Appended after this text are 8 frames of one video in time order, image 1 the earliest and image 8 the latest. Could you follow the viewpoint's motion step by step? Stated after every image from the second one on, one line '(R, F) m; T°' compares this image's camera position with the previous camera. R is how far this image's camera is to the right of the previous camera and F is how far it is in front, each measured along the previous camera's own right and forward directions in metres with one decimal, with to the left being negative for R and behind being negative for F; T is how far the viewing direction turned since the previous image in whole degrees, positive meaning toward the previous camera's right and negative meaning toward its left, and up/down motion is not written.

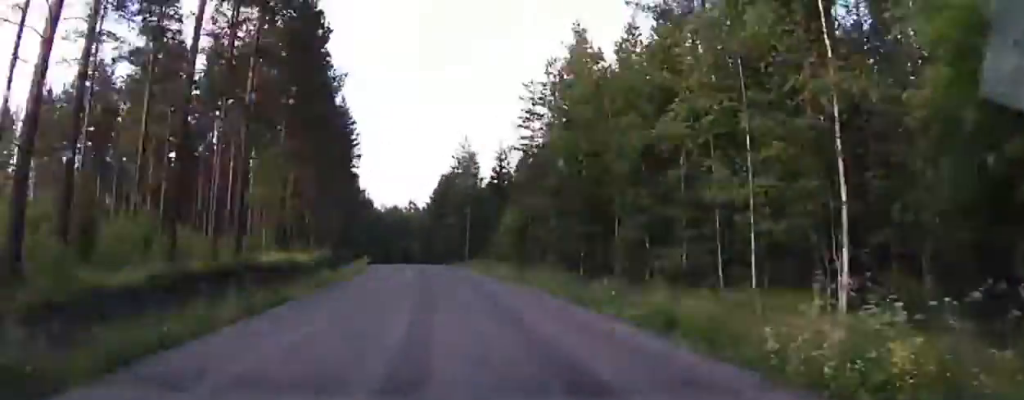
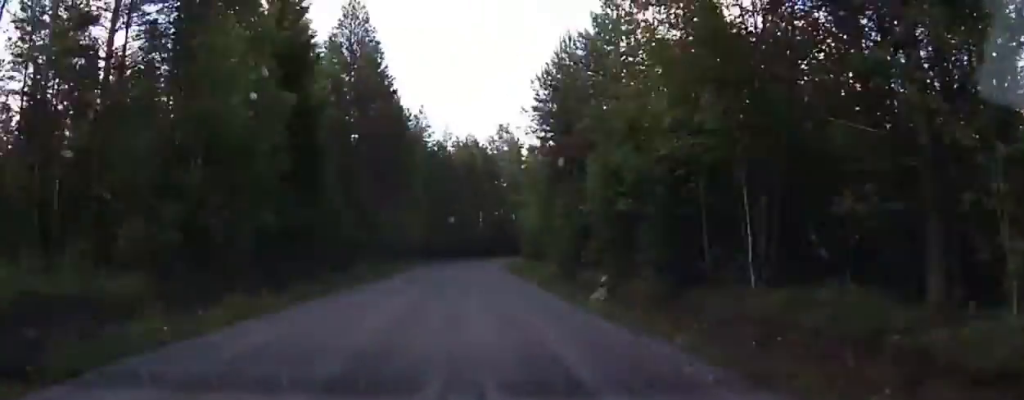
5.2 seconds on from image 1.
(-5.8, +108.4) m; +4°
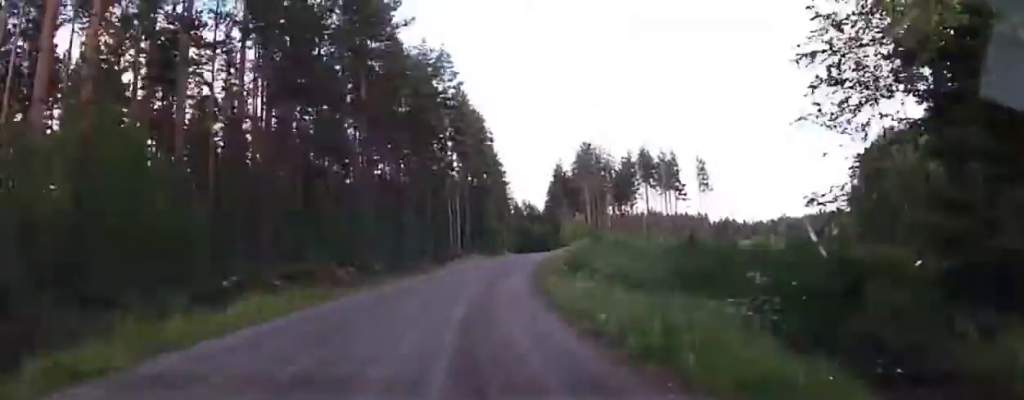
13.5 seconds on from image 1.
(+44.2, +158.4) m; +38°
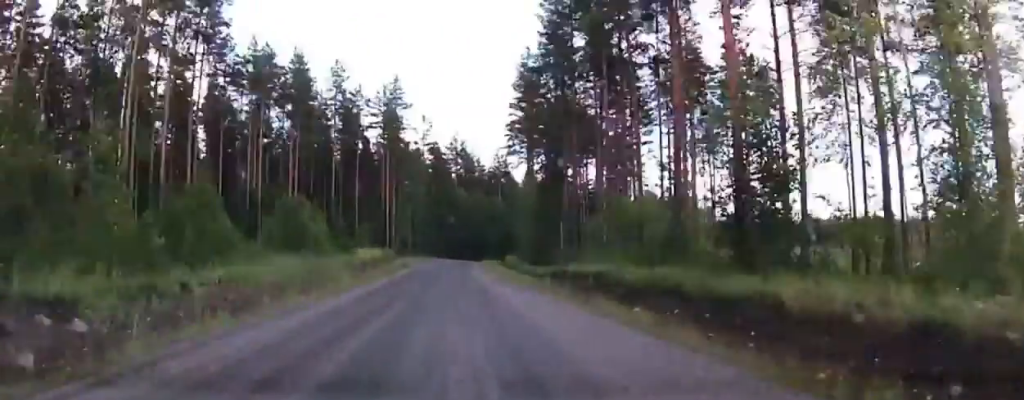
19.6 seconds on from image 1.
(+24.2, +125.3) m; +15°
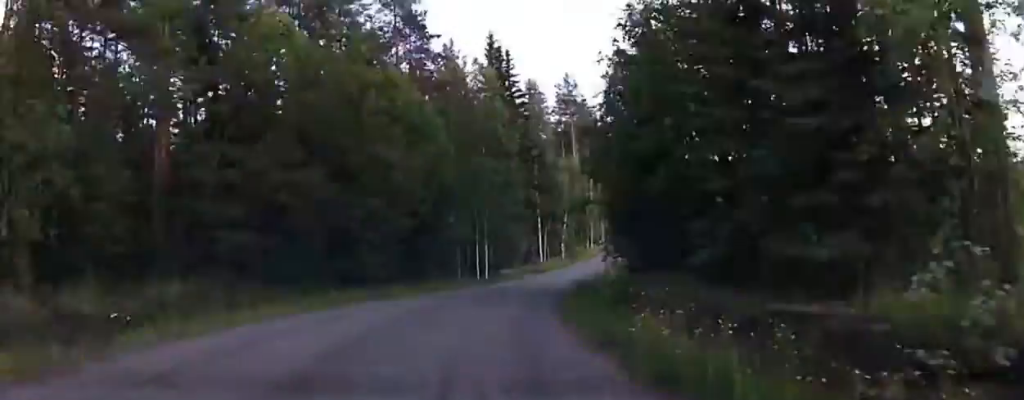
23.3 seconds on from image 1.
(-2.5, +77.7) m; +10°
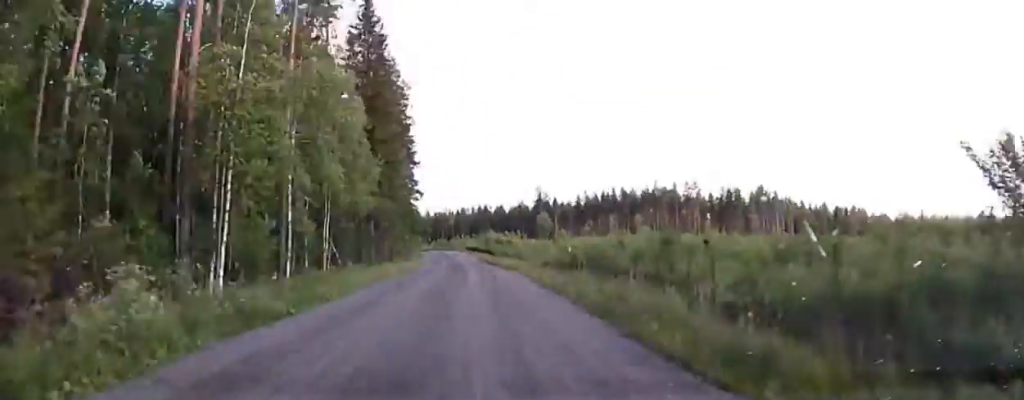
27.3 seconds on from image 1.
(+17.5, +78.5) m; +12°
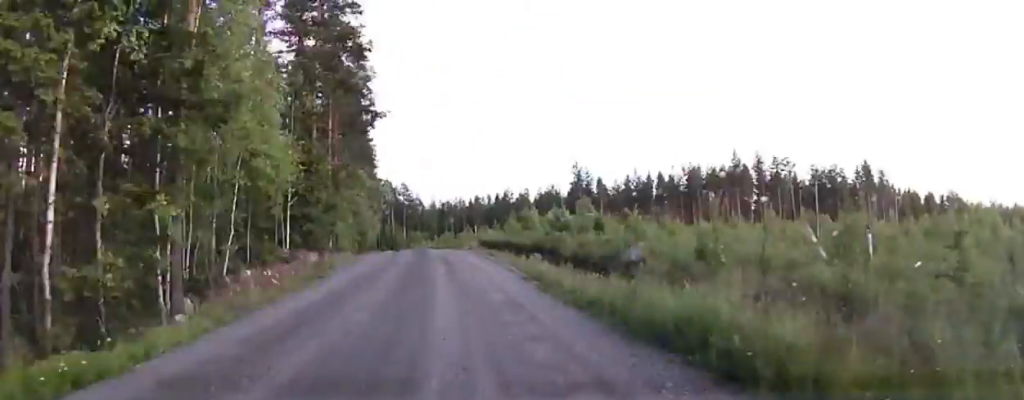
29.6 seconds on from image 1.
(+1.8, +44.9) m; 0°
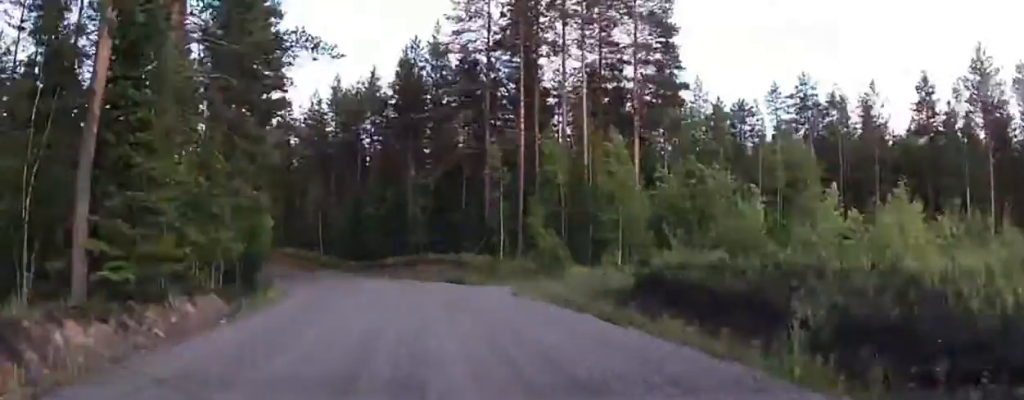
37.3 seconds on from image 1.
(-9.1, +143.1) m; -22°
